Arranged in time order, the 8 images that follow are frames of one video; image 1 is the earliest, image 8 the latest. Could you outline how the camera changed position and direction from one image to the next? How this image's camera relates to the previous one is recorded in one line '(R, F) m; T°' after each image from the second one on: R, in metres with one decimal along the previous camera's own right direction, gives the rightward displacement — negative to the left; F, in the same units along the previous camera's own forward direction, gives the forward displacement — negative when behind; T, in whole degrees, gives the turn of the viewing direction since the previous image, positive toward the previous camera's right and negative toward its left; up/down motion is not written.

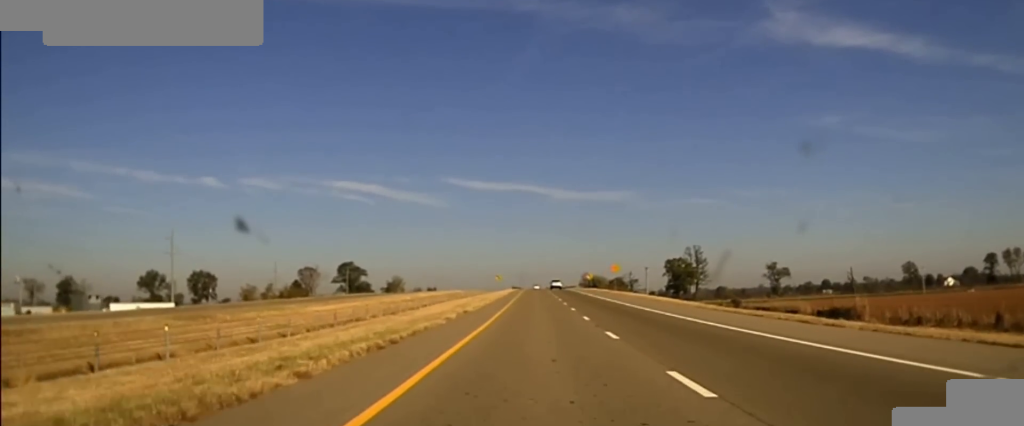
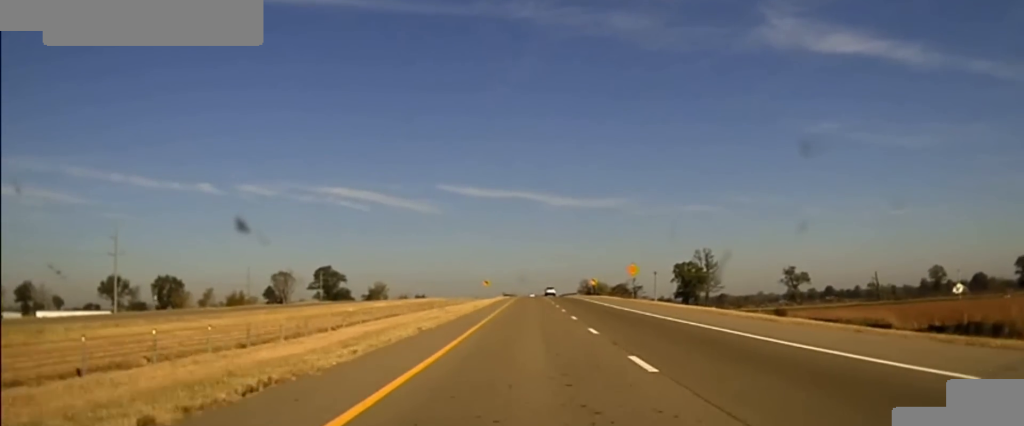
(0.0, +31.9) m; 0°
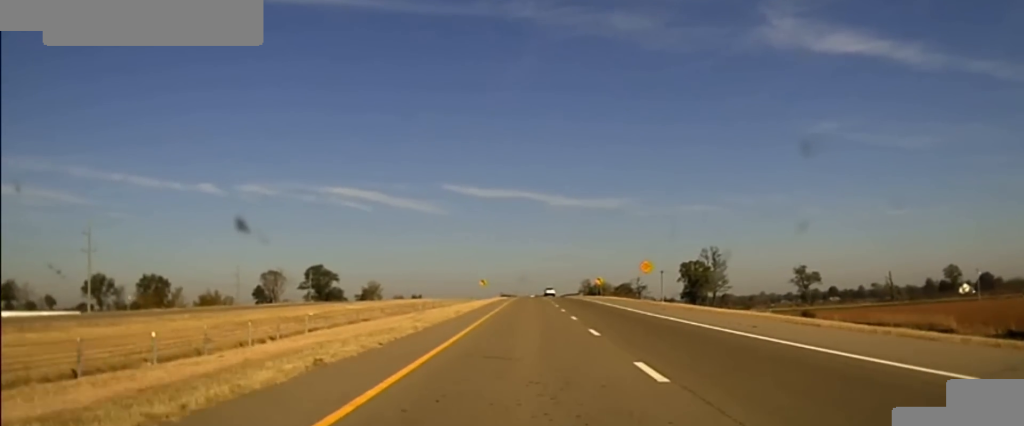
(0.0, +14.2) m; 0°
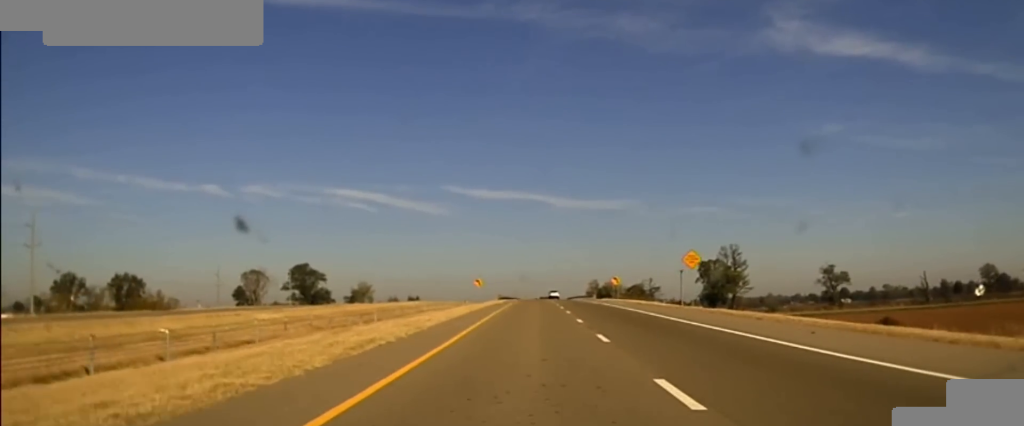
(0.0, +26.2) m; 0°
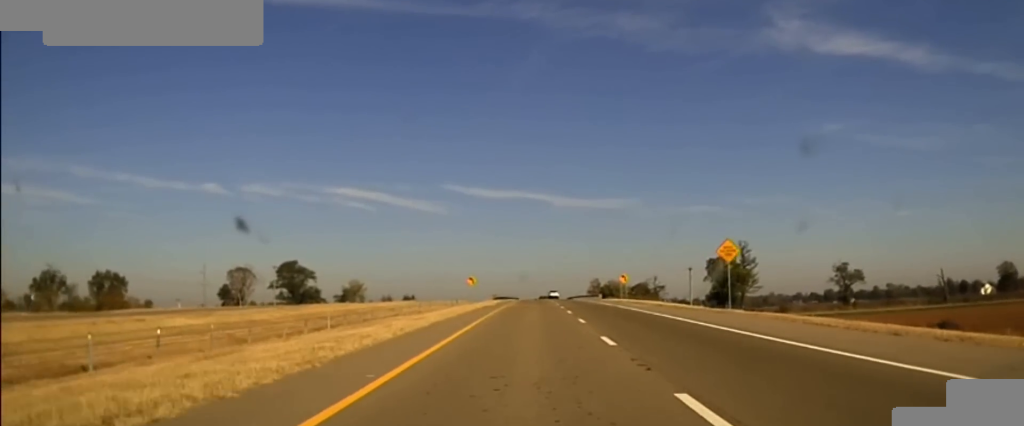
(0.0, +14.0) m; 0°
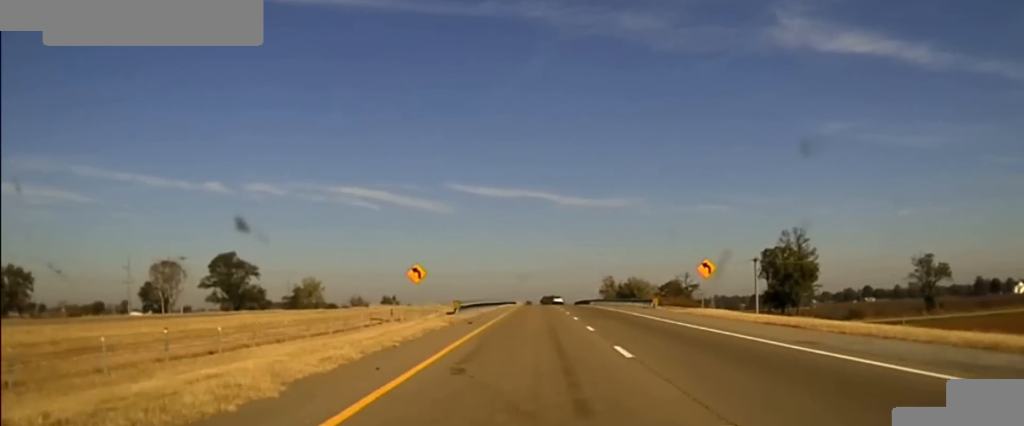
(+0.5, +62.8) m; 0°
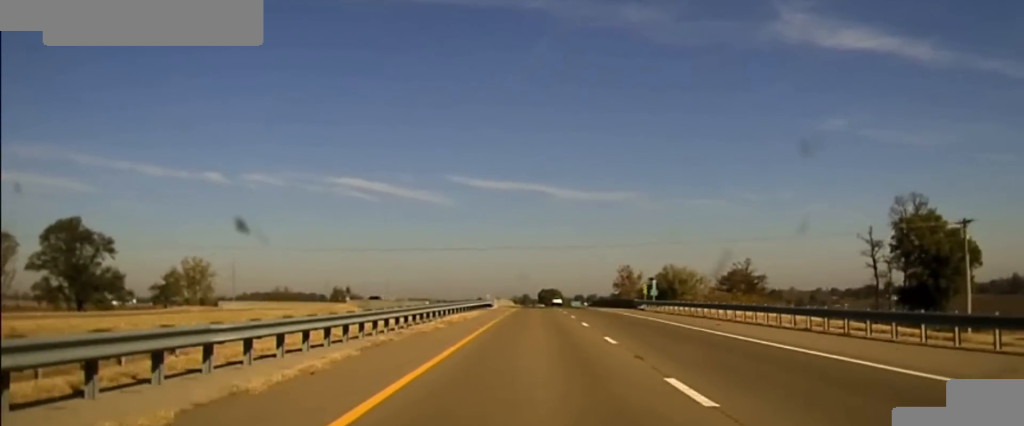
(-0.6, +78.9) m; 0°
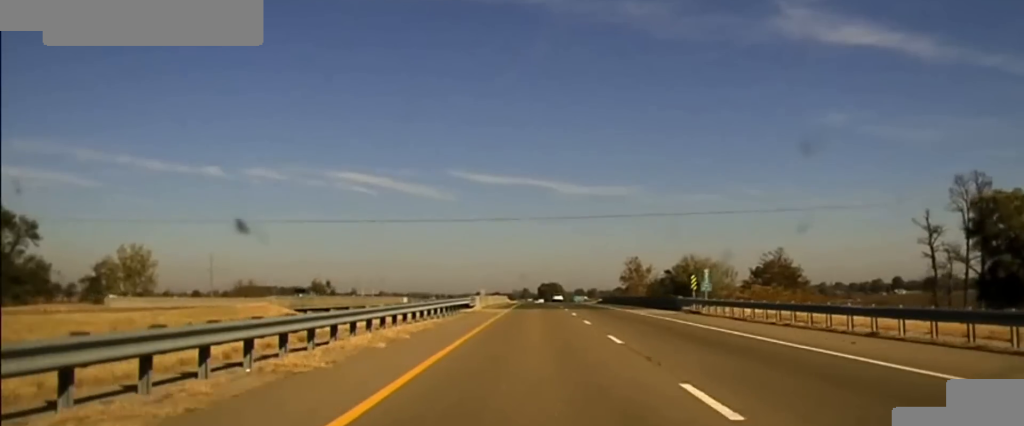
(0.0, +24.5) m; 0°
